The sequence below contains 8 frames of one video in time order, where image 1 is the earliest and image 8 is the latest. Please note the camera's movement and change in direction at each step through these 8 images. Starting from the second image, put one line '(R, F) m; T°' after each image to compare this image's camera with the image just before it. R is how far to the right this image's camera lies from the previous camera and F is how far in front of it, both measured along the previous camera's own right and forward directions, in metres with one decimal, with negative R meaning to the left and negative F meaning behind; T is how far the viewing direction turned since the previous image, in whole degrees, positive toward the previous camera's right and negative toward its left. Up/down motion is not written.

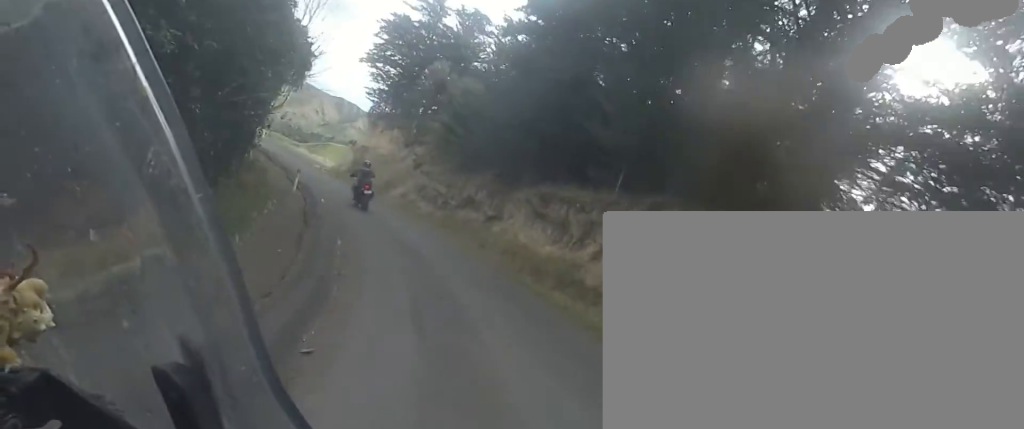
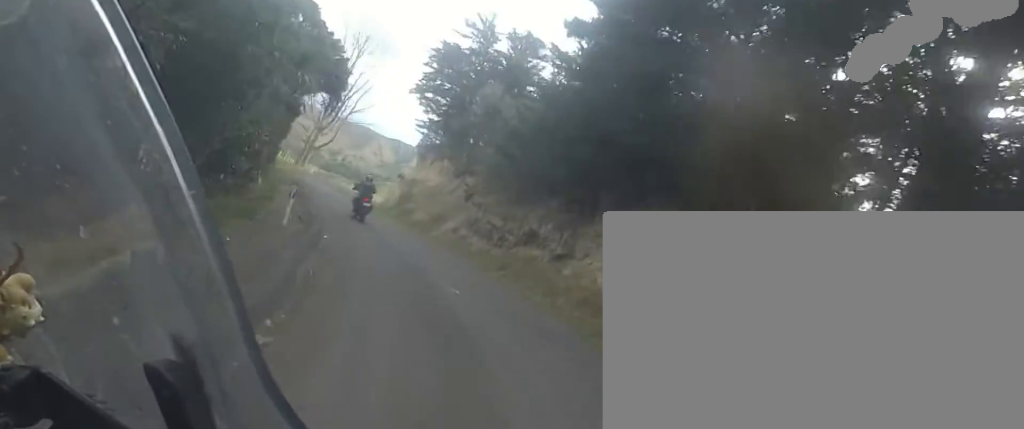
(-1.2, +6.1) m; -7°
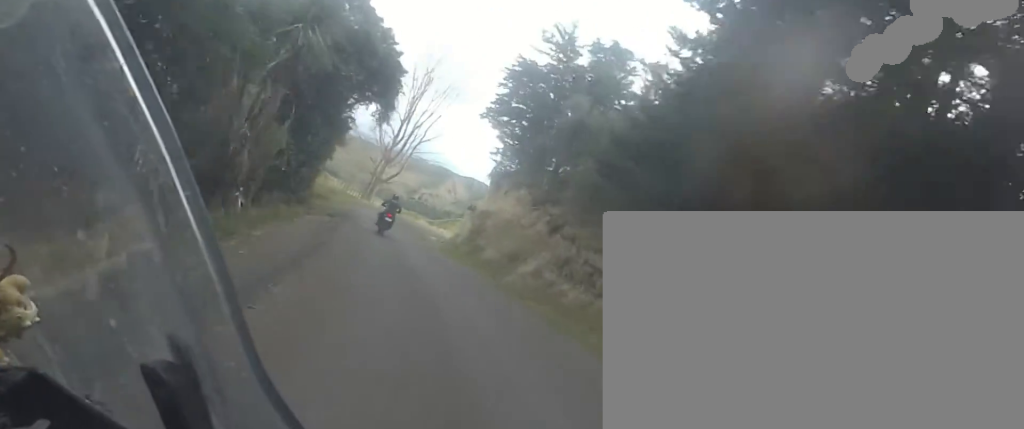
(-0.7, +8.2) m; -9°
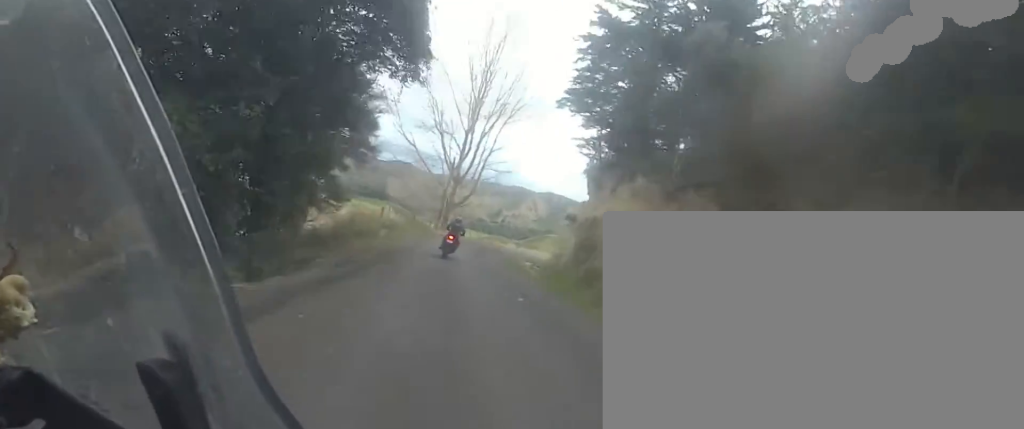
(-0.6, +11.8) m; -6°
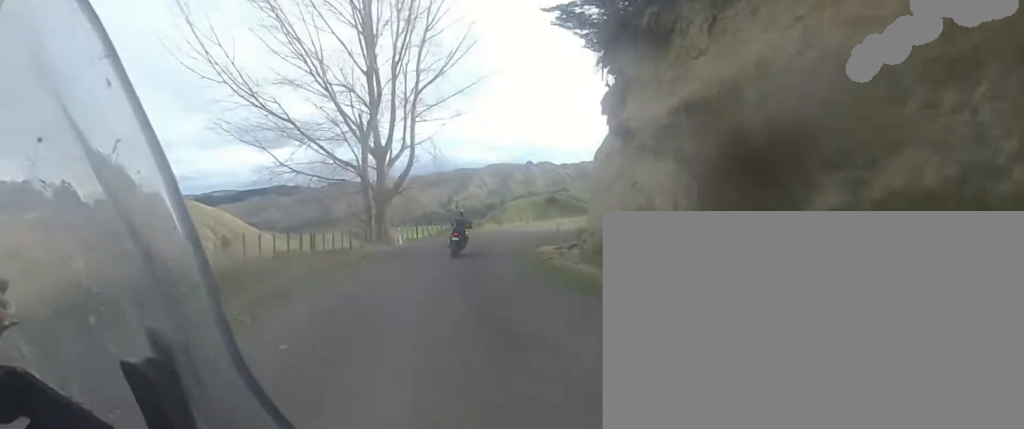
(-0.3, +19.9) m; +5°
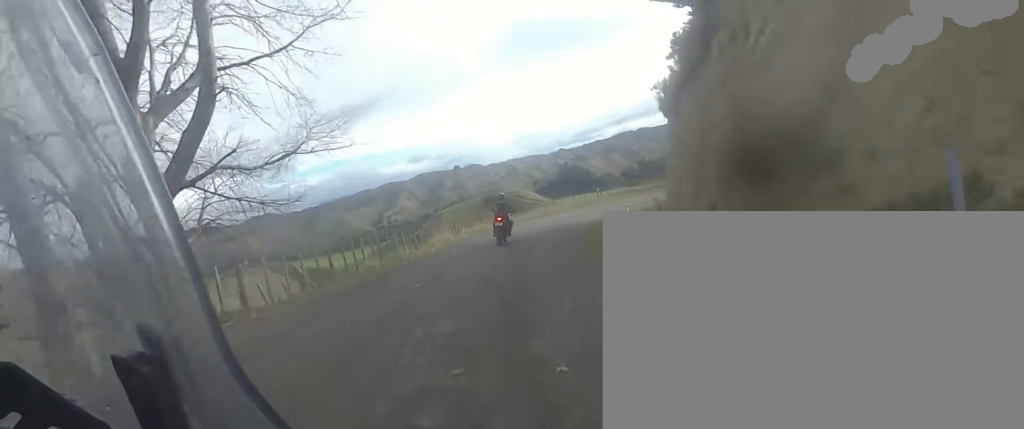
(+1.9, +20.0) m; +15°
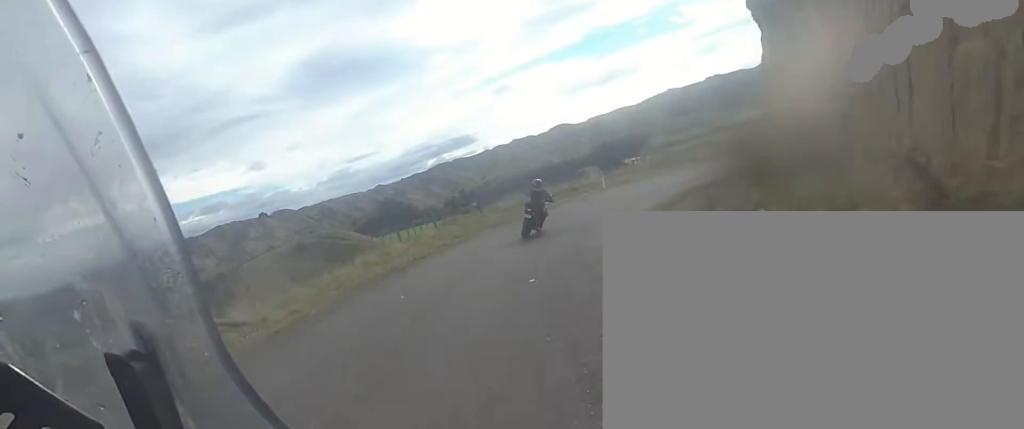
(+6.9, +22.7) m; +31°
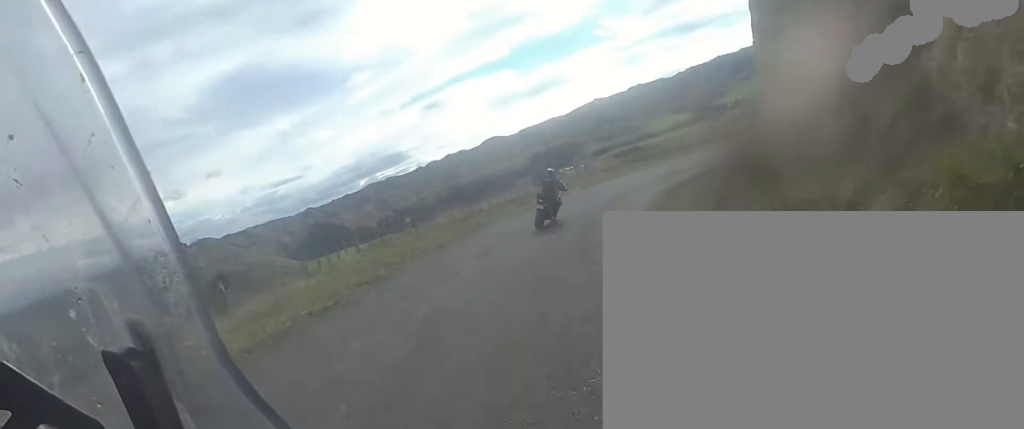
(+0.1, +5.4) m; +5°
